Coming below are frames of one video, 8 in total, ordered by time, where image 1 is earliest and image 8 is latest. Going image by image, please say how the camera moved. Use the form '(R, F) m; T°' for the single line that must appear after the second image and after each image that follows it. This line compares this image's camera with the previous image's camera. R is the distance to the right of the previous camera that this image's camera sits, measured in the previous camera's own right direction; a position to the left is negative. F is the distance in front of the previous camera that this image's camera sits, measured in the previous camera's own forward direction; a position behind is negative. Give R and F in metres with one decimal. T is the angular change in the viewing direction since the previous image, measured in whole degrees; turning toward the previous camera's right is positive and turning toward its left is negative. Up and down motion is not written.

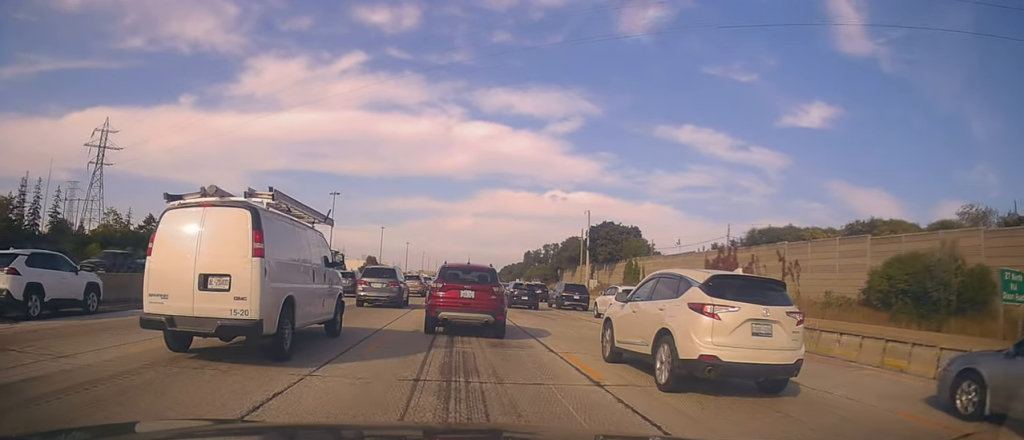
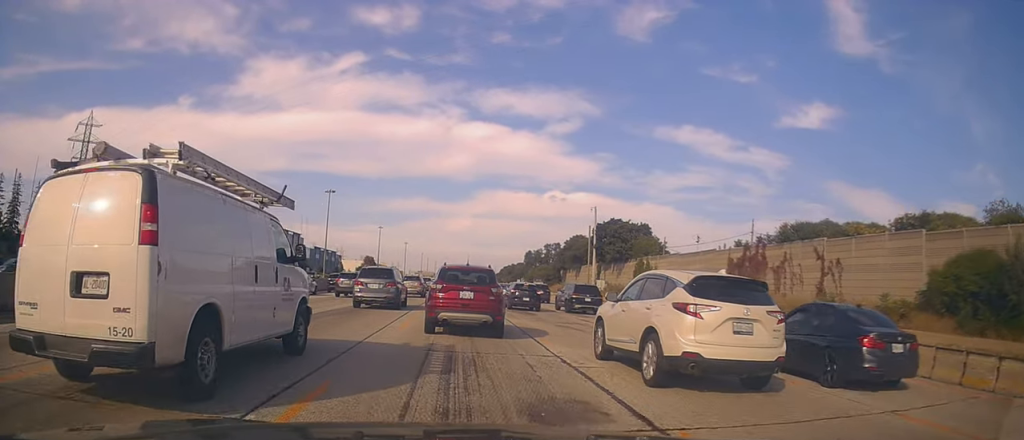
(0.0, +6.1) m; +4°
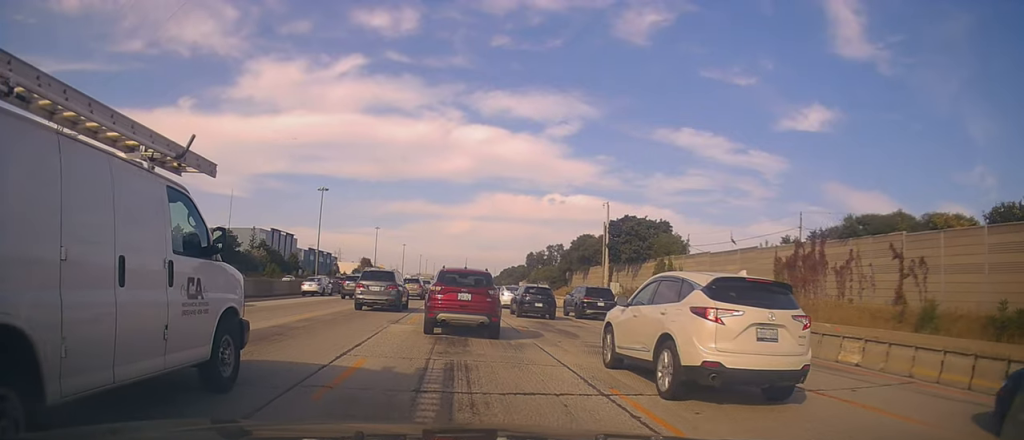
(+0.5, +9.0) m; +2°
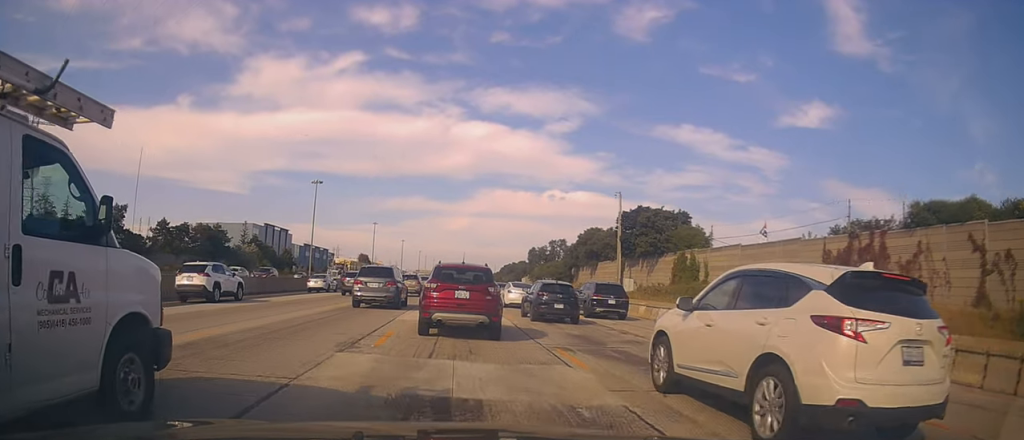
(-0.1, +6.3) m; -2°
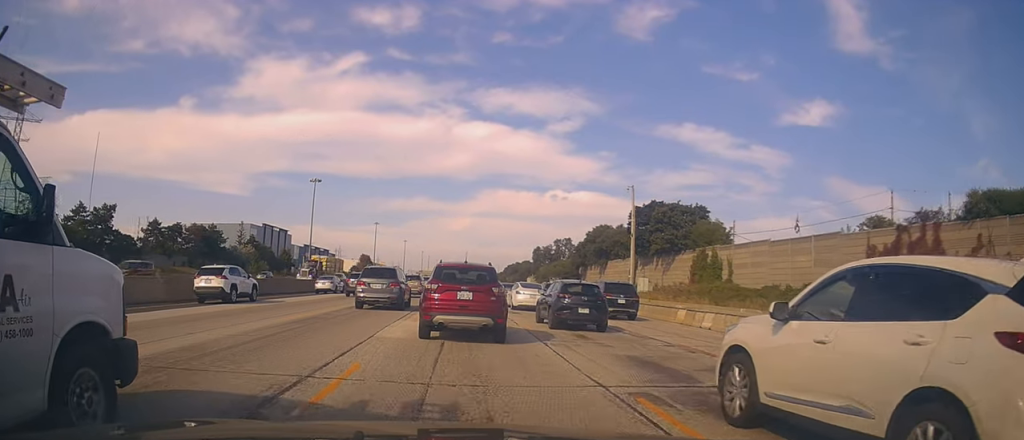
(-0.1, +4.9) m; 0°
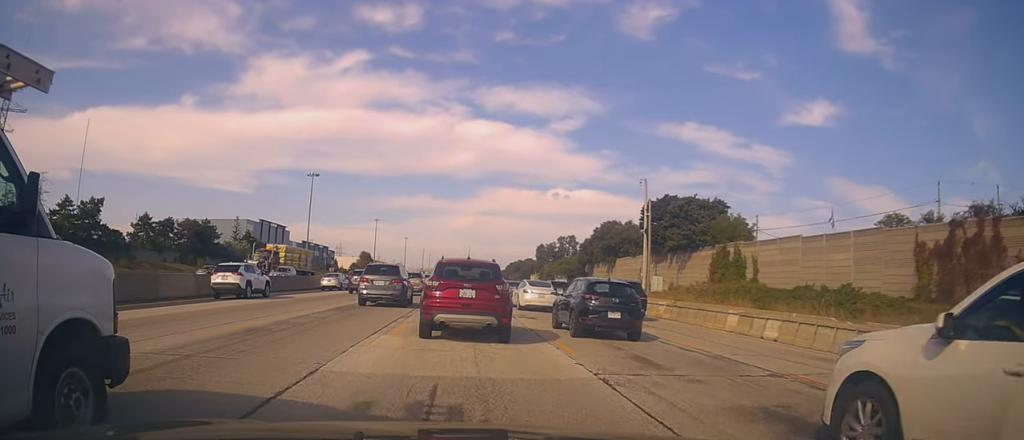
(-0.1, +5.2) m; +2°
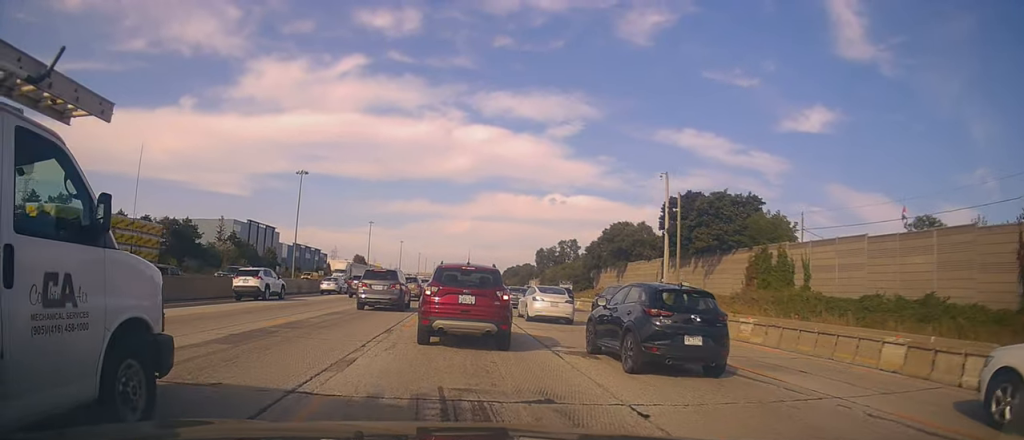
(+0.3, +9.8) m; 0°
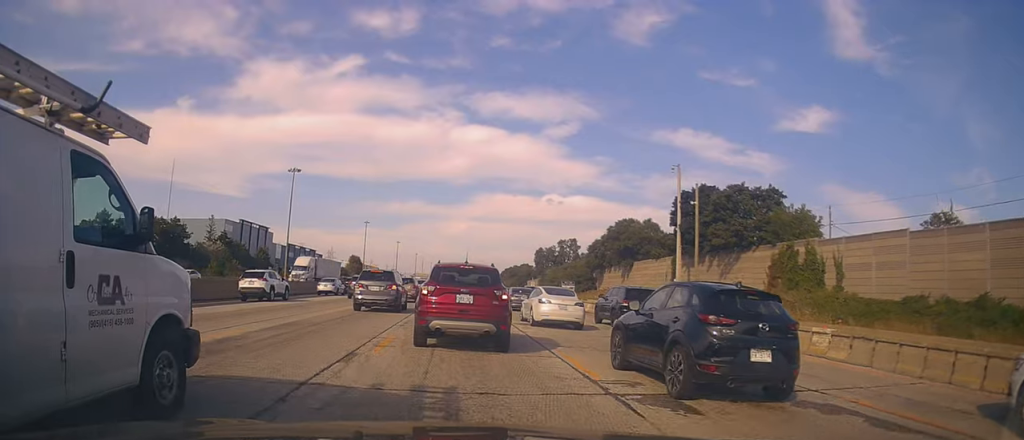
(-0.2, +5.1) m; -1°
